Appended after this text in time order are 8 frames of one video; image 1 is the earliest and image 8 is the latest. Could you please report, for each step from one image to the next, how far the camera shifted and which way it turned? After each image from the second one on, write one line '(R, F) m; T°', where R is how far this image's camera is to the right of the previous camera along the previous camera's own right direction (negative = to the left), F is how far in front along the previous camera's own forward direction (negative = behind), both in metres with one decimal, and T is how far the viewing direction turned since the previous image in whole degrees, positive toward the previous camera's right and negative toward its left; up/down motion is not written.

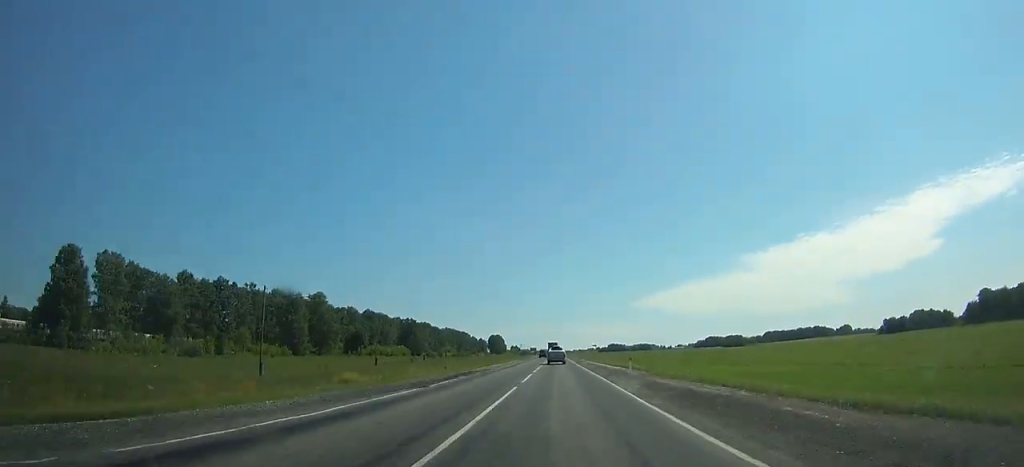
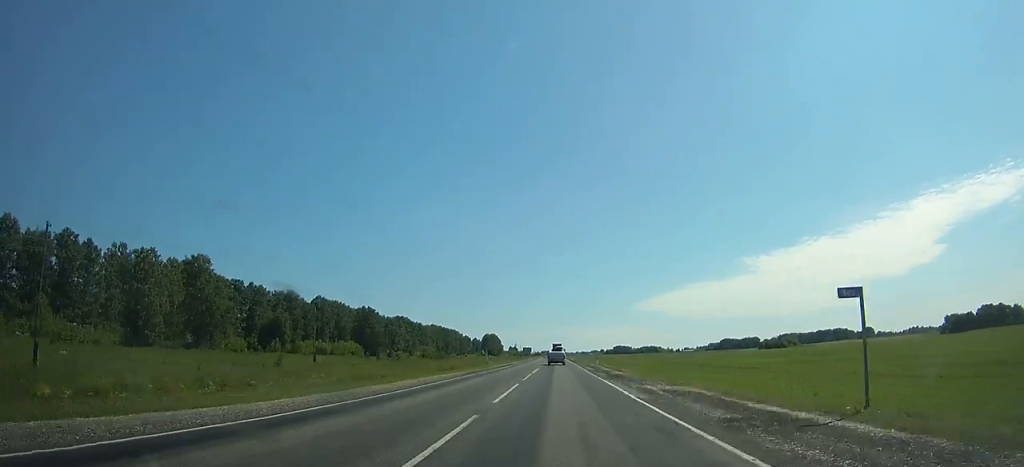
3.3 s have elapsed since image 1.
(0.0, +70.4) m; 0°
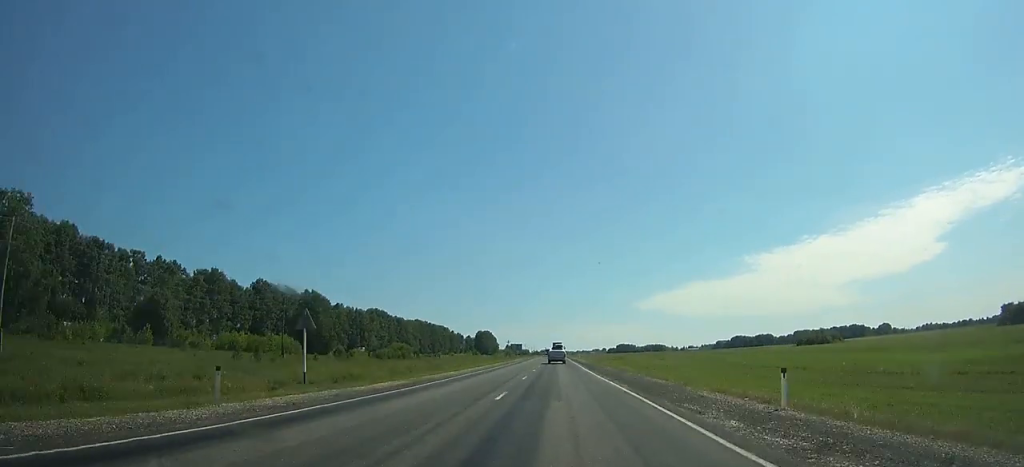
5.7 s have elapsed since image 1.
(-0.1, +52.2) m; 0°
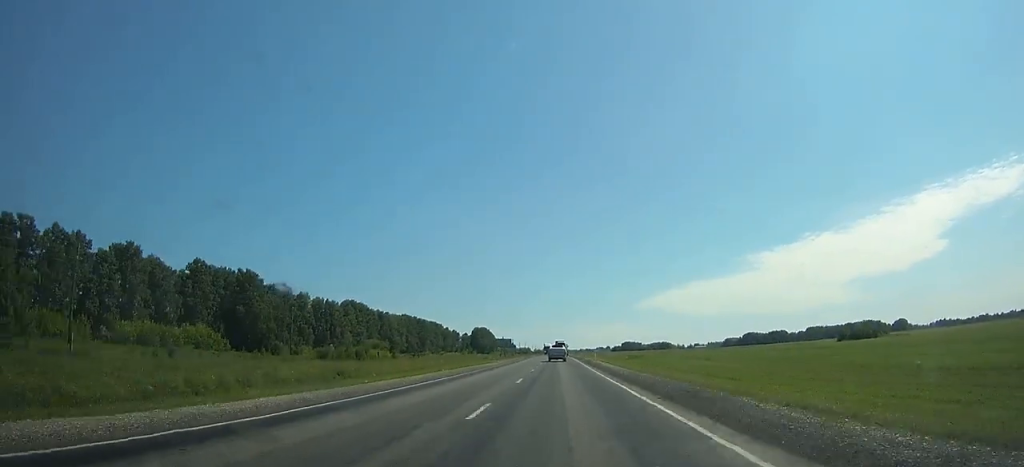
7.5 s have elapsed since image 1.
(0.0, +39.3) m; 0°
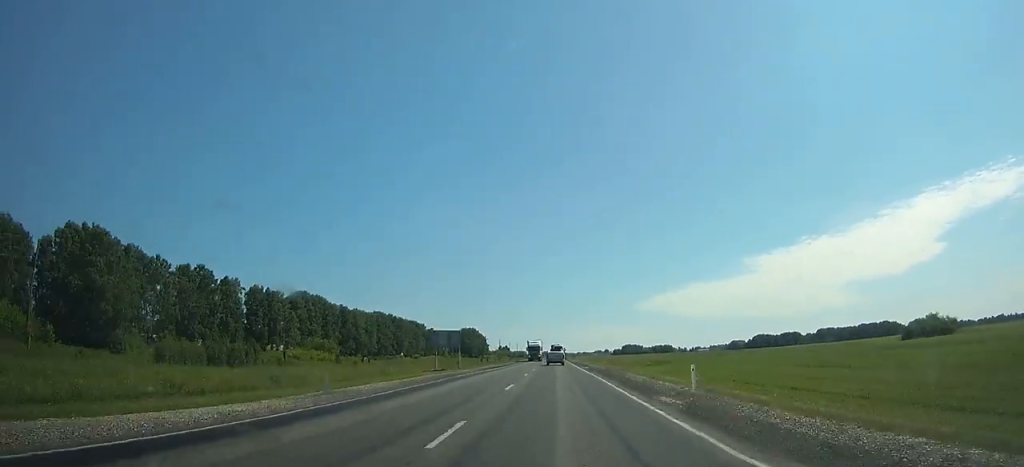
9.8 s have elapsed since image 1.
(-0.1, +50.2) m; 0°
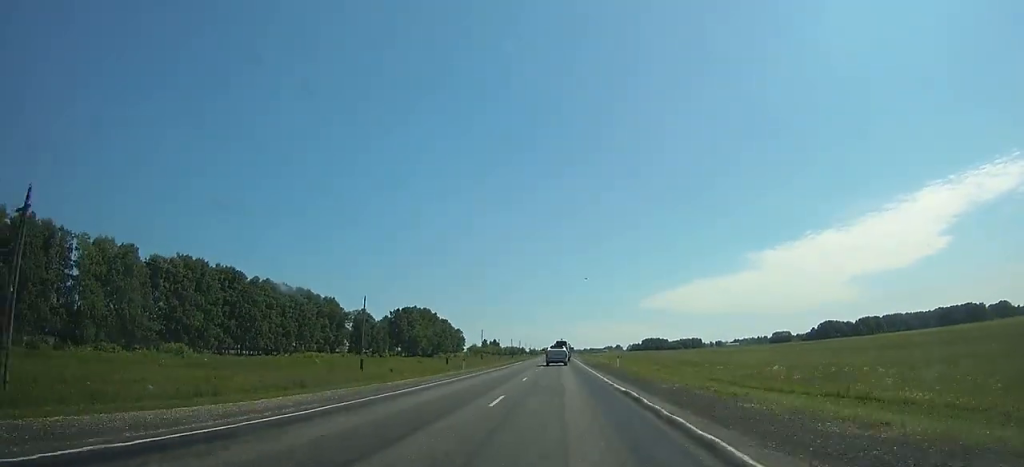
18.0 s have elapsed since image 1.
(-0.4, +171.6) m; 0°
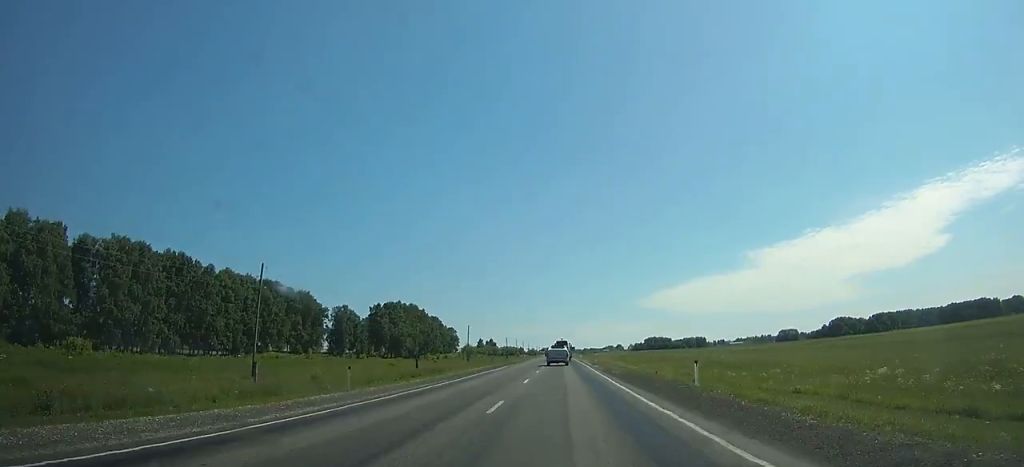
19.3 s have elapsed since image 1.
(-0.1, +25.8) m; 0°
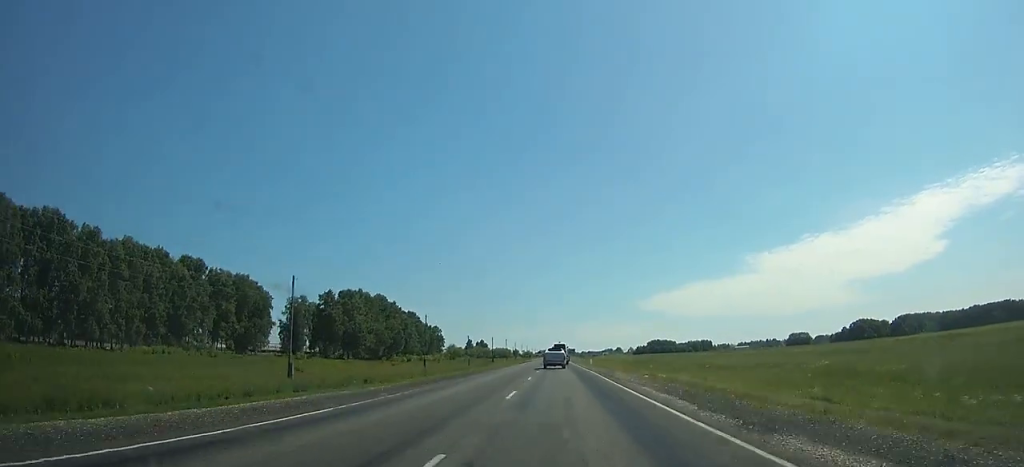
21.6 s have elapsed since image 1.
(+0.1, +44.4) m; 0°
